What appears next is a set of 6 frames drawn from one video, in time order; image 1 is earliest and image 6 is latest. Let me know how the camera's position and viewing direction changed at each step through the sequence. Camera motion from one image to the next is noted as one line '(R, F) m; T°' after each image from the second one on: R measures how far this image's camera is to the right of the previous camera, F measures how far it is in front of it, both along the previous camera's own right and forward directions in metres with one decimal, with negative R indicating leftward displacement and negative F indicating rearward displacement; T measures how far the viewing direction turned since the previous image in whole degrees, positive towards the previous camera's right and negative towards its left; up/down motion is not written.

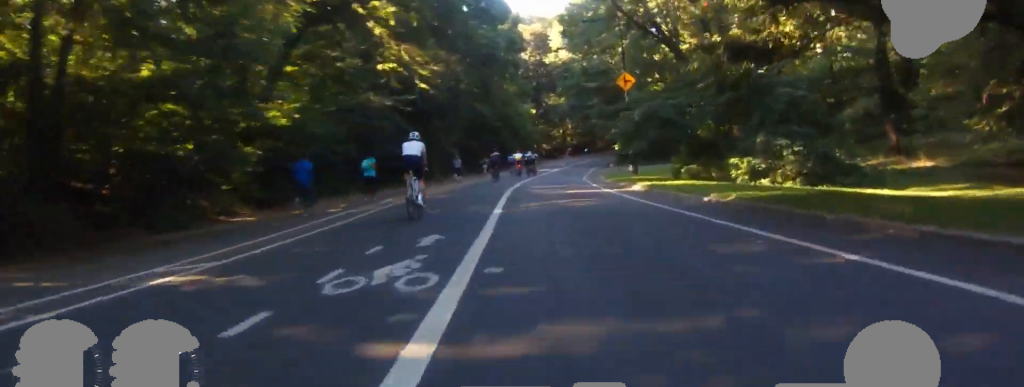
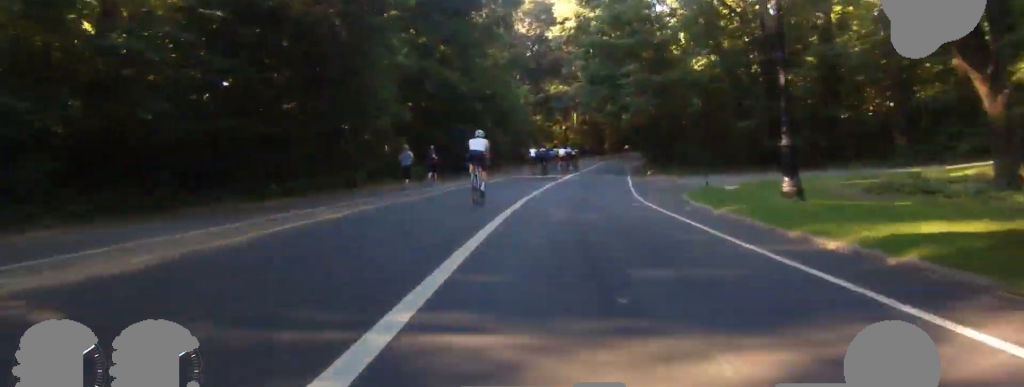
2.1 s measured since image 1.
(+2.0, +20.6) m; +12°
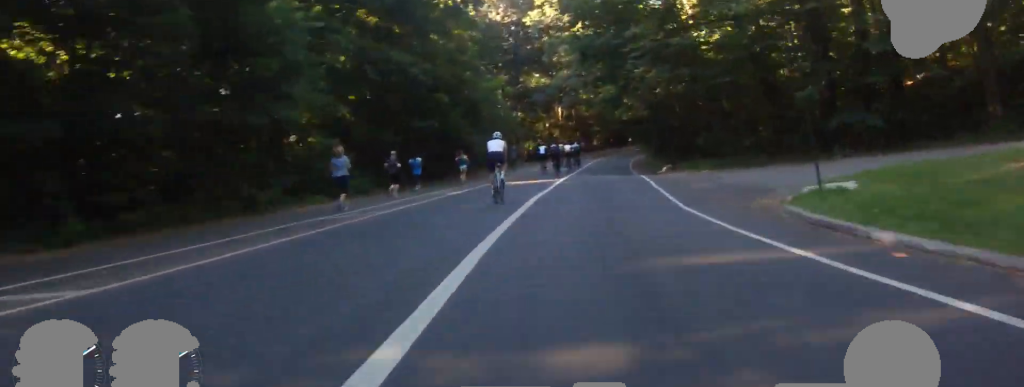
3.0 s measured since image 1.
(+0.1, +8.7) m; -3°
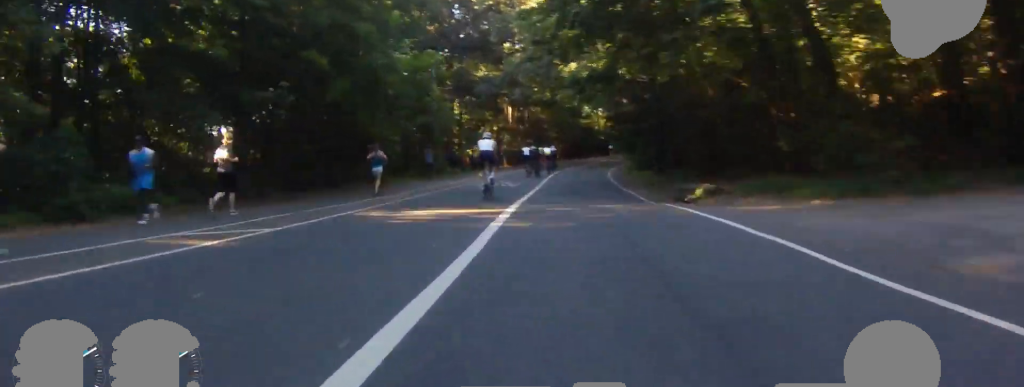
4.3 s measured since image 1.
(-0.9, +13.7) m; -1°
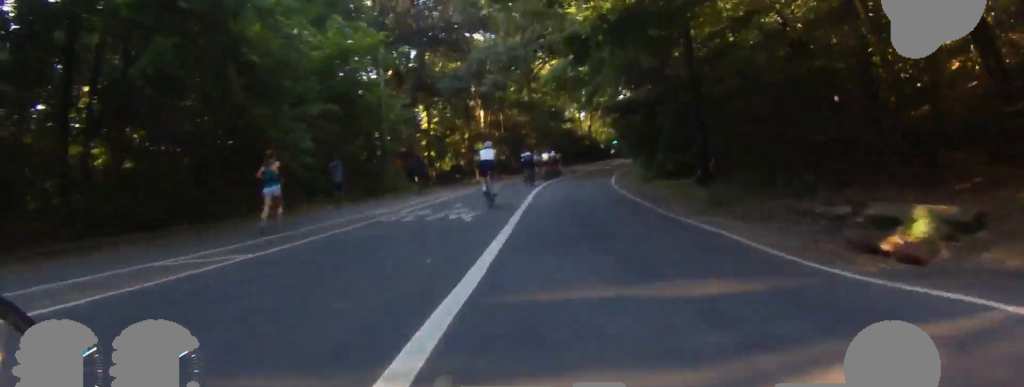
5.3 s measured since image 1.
(+0.9, +10.1) m; +12°
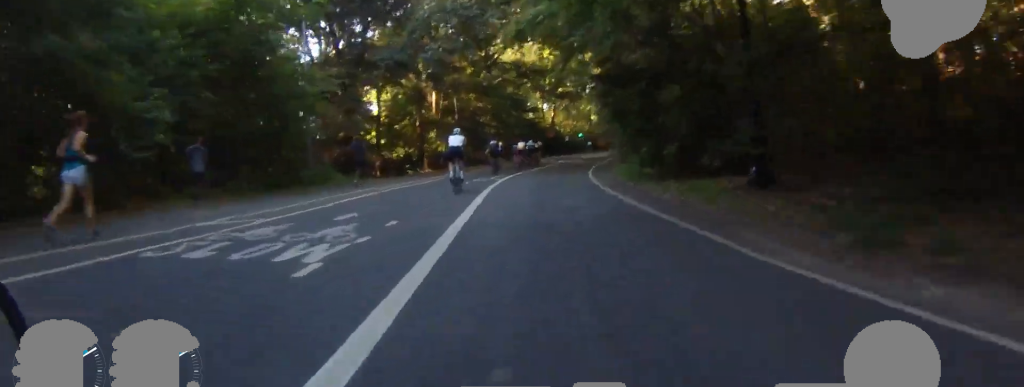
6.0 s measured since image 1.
(+0.9, +6.9) m; +7°
